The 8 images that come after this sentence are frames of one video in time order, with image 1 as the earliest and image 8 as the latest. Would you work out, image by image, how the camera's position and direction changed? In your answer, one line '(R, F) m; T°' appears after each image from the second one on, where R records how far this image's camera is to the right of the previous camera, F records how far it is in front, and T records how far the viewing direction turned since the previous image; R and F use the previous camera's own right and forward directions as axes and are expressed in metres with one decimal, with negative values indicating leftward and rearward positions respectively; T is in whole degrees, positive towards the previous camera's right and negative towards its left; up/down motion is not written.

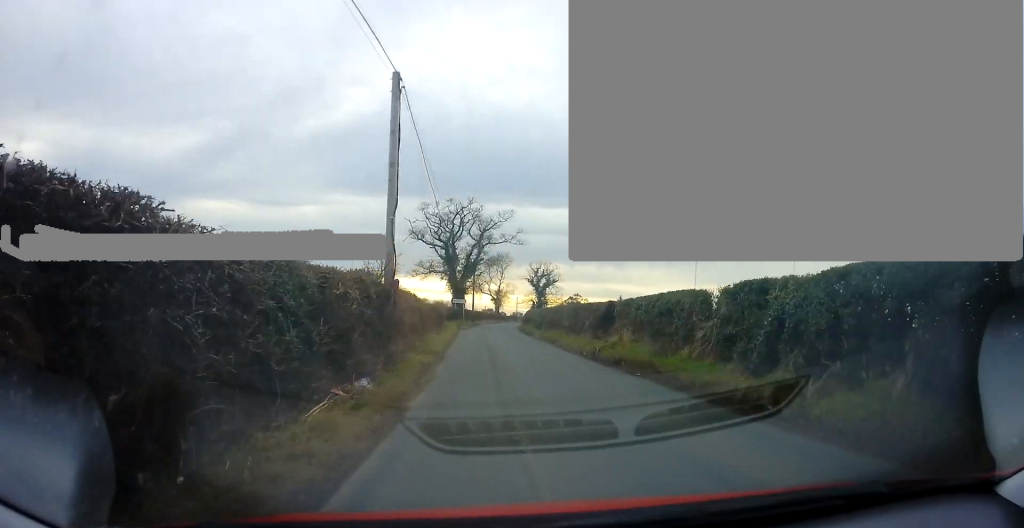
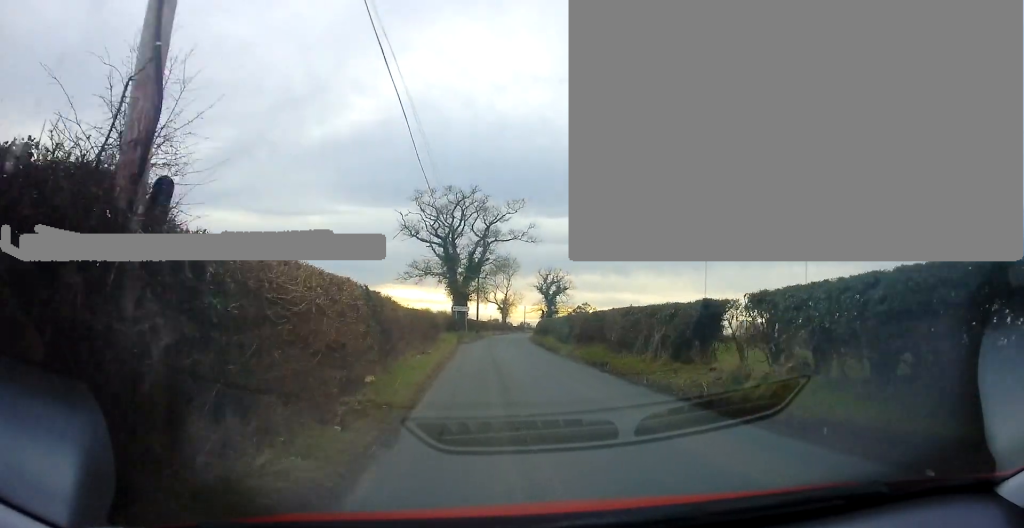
(0.0, +10.4) m; 0°
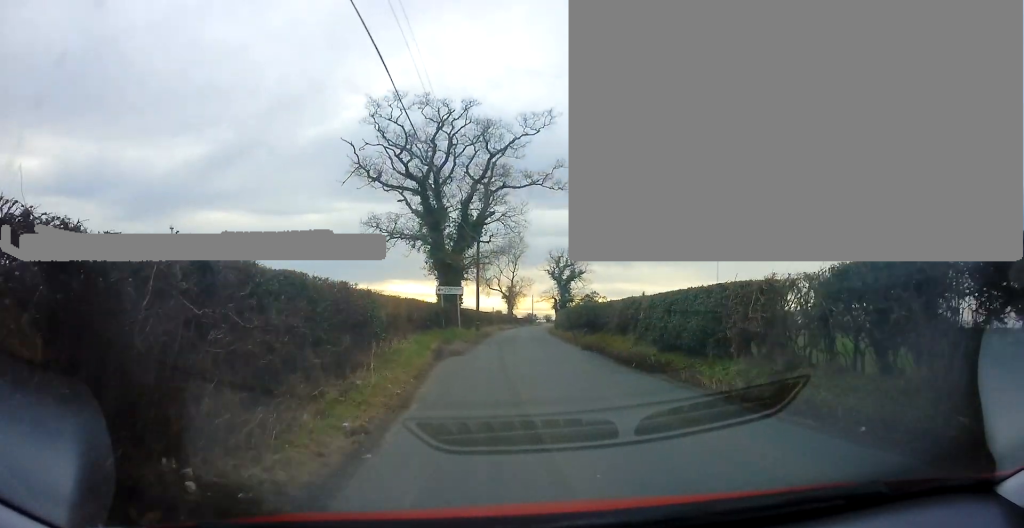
(-0.3, +20.5) m; -1°
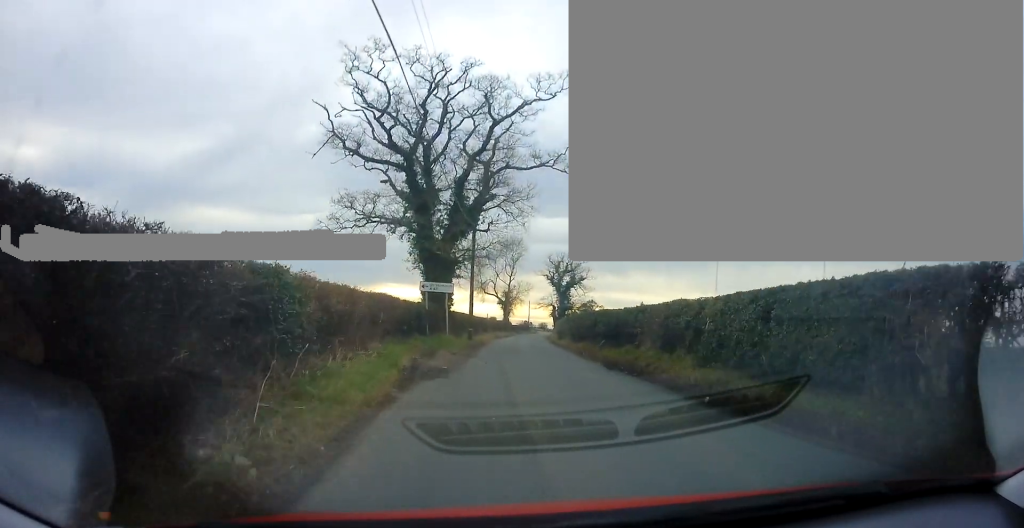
(+0.1, +6.2) m; +1°
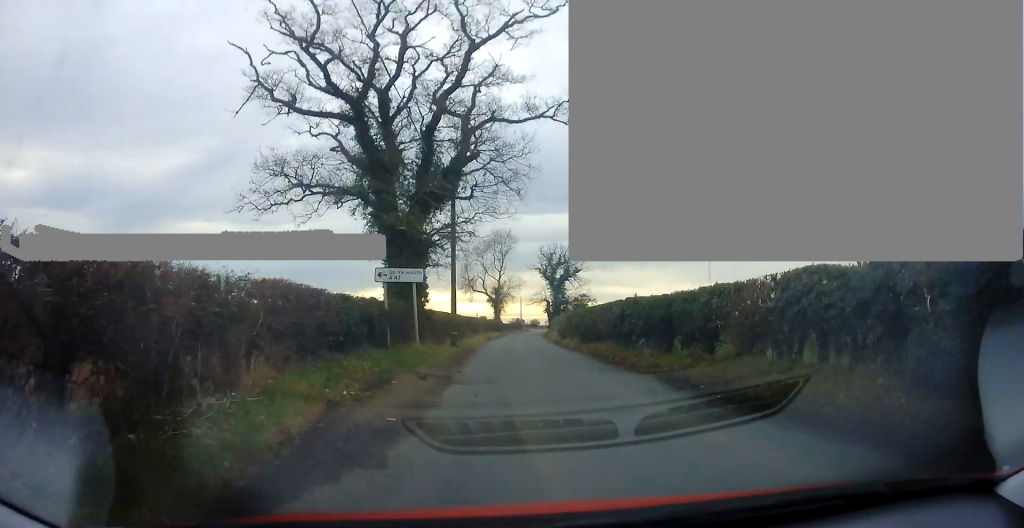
(+0.1, +7.8) m; +2°
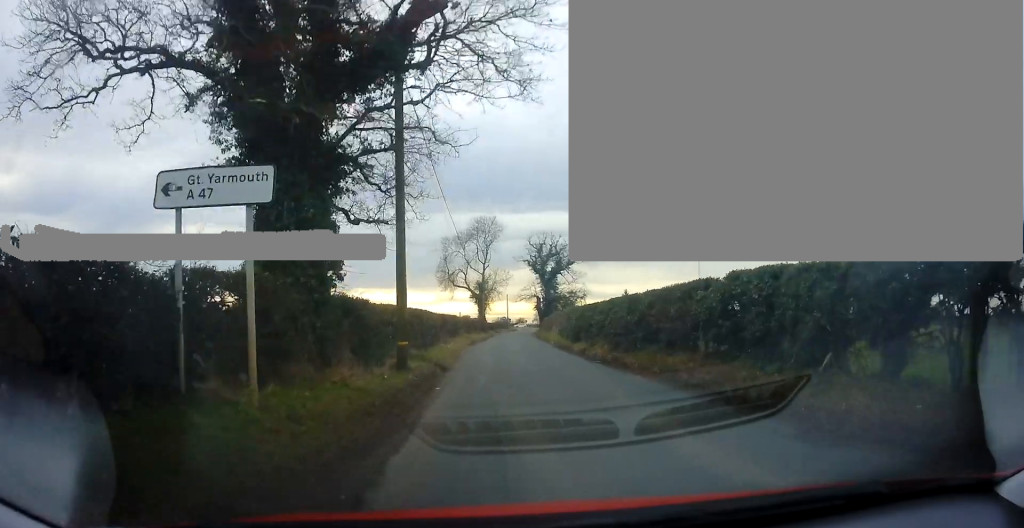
(+0.3, +11.4) m; +1°
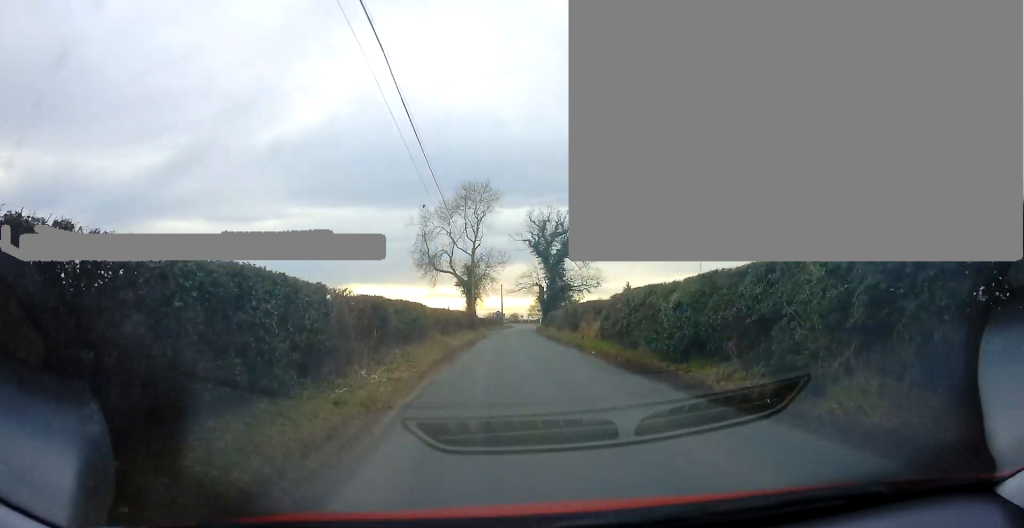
(0.0, +18.7) m; +1°
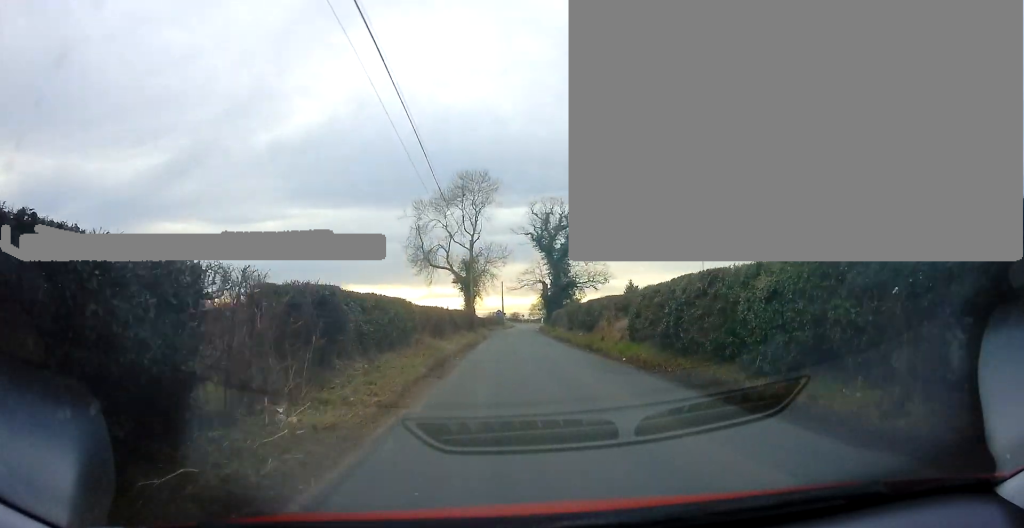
(0.0, +5.2) m; +1°
